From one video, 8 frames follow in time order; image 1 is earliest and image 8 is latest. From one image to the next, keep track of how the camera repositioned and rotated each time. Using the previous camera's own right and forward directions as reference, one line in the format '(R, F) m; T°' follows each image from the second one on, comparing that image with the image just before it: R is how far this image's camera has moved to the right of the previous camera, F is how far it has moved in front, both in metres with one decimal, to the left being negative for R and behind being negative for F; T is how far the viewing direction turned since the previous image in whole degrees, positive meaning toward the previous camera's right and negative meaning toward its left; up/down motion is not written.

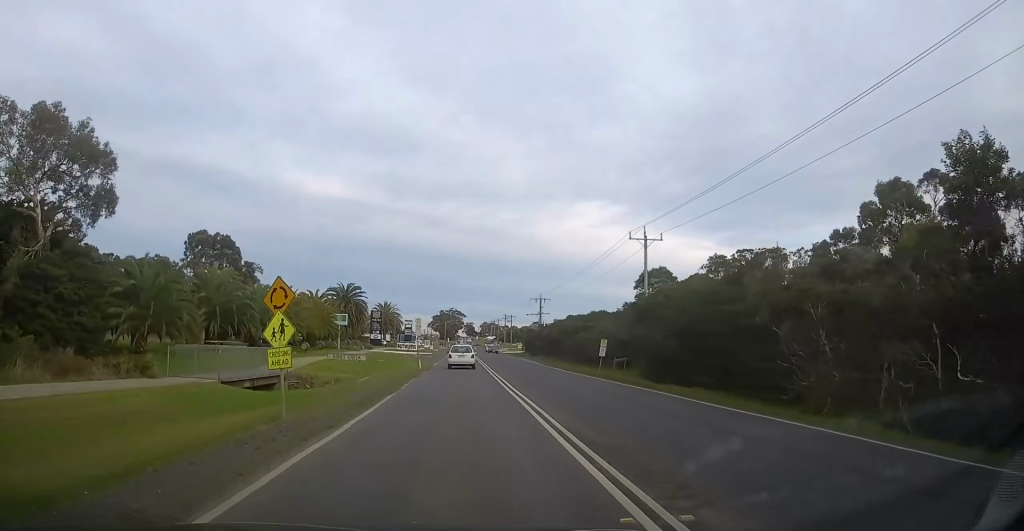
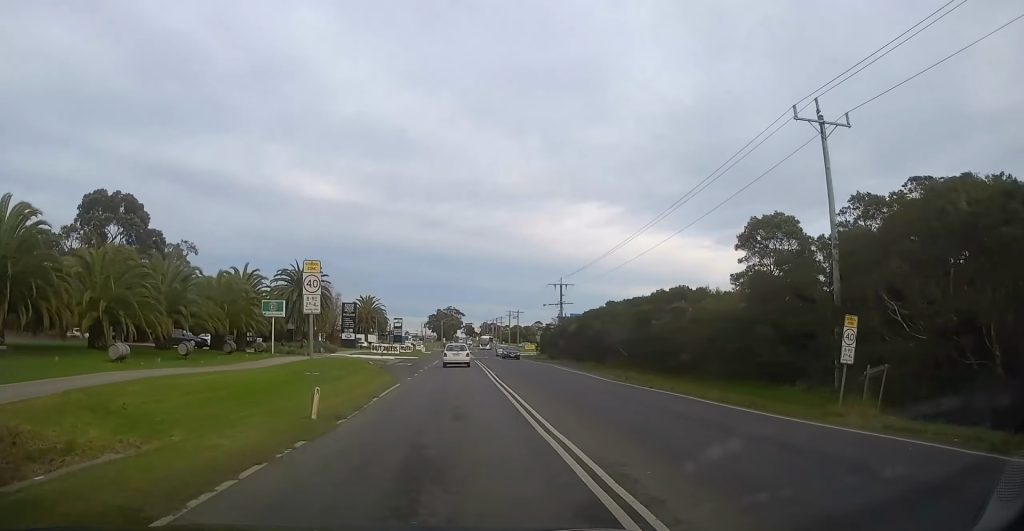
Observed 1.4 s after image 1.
(0.0, +26.1) m; 0°
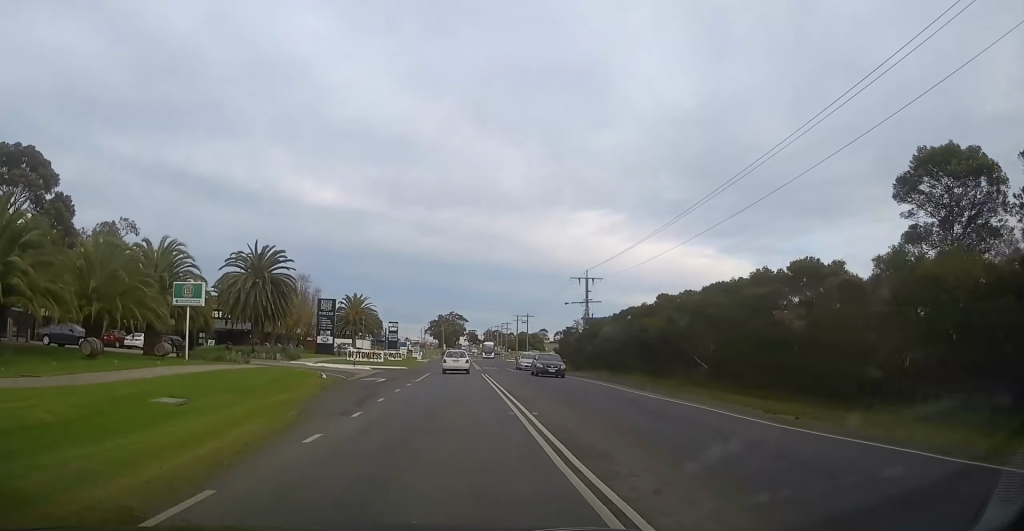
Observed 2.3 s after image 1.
(0.0, +17.2) m; 0°
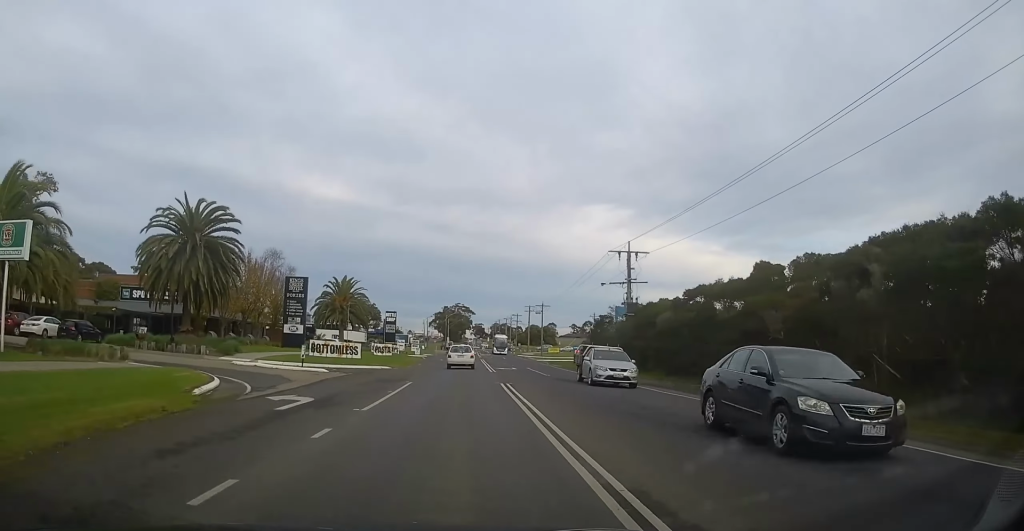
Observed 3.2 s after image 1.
(0.0, +16.1) m; 0°
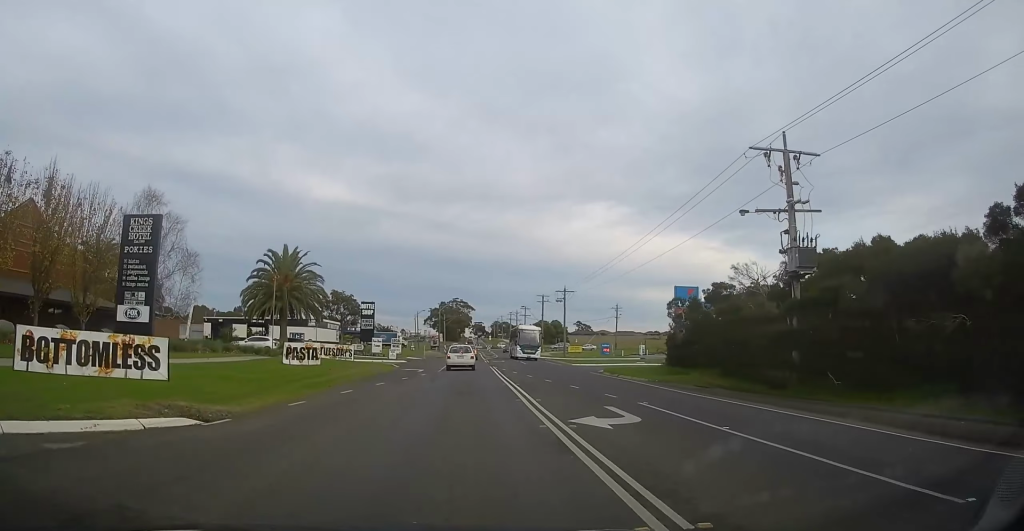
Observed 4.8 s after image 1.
(0.0, +28.8) m; 0°
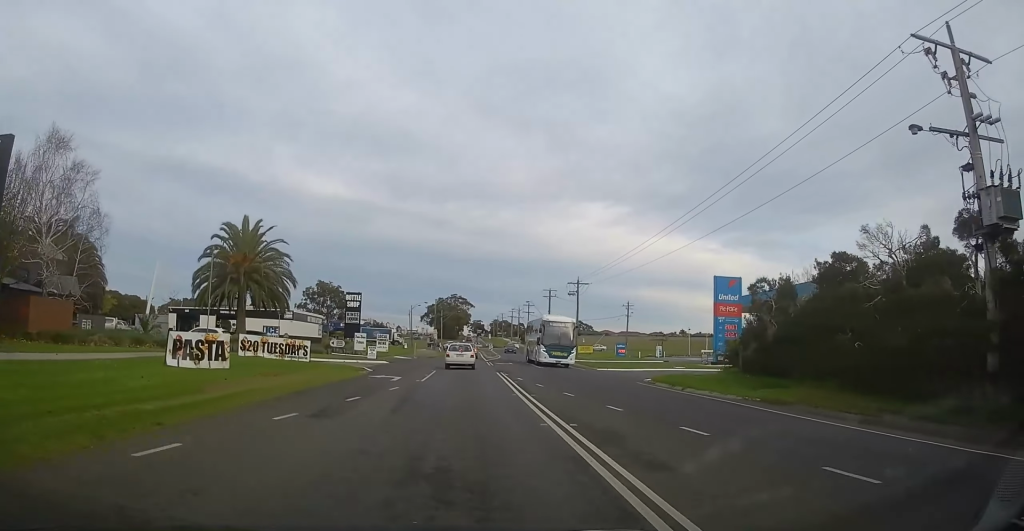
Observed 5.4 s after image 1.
(0.0, +12.2) m; 0°
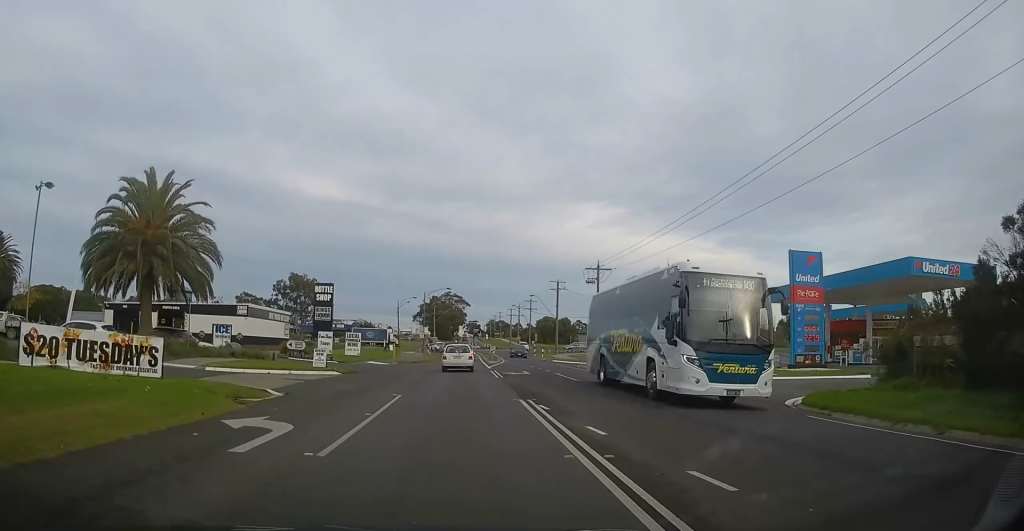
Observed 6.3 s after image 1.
(0.0, +15.7) m; 0°
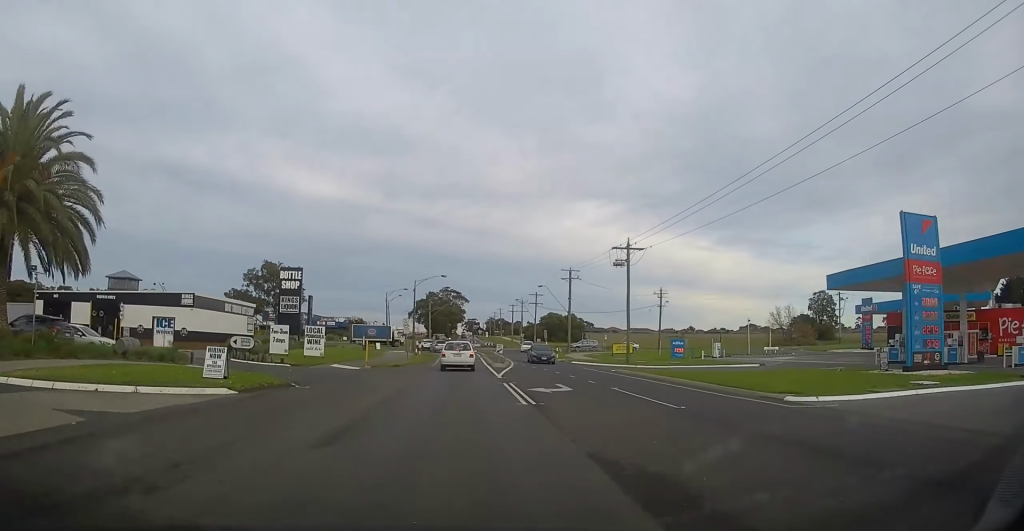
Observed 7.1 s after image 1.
(0.0, +13.3) m; 0°
